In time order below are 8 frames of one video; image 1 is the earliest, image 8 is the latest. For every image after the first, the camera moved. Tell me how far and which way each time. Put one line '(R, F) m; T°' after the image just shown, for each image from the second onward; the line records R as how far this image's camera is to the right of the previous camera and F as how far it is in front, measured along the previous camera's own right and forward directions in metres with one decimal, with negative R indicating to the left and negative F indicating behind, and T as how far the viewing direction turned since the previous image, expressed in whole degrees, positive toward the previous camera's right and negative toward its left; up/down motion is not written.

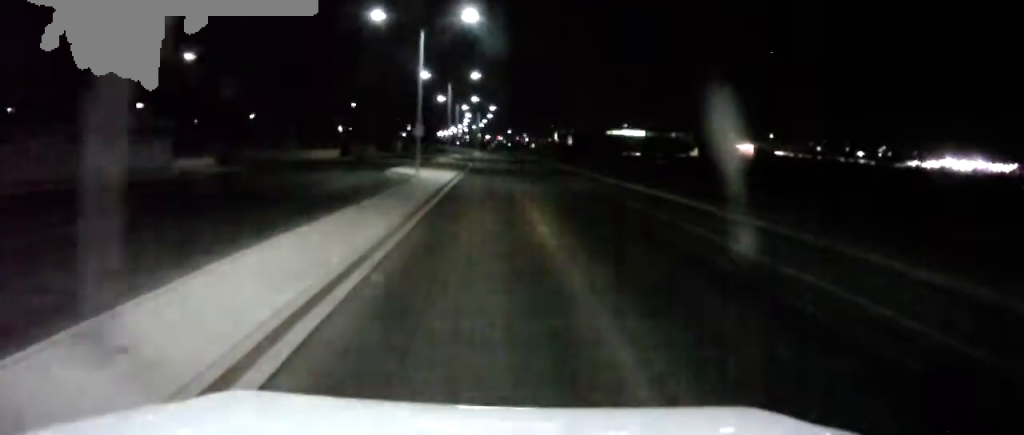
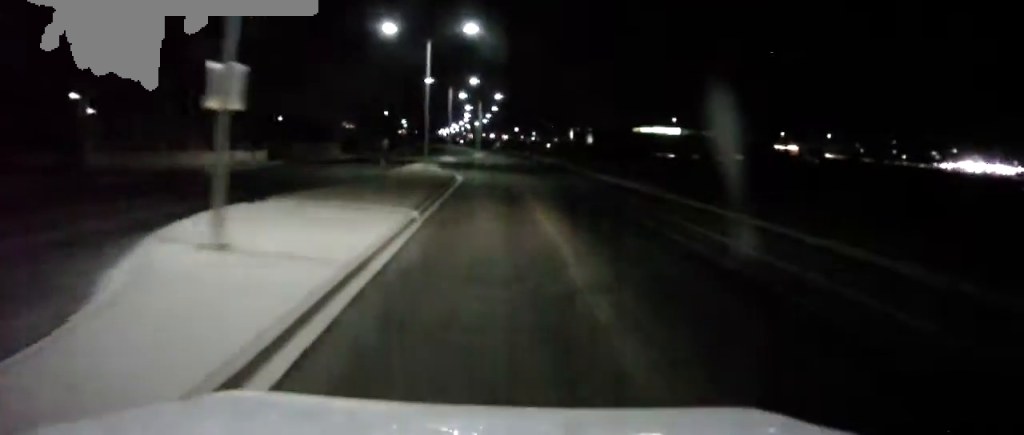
(0.0, +29.6) m; 0°
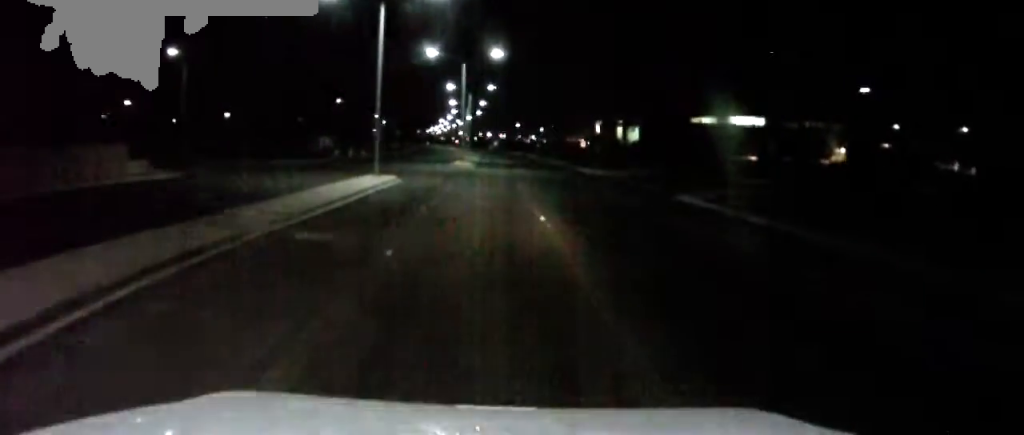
(-0.1, +49.9) m; 0°
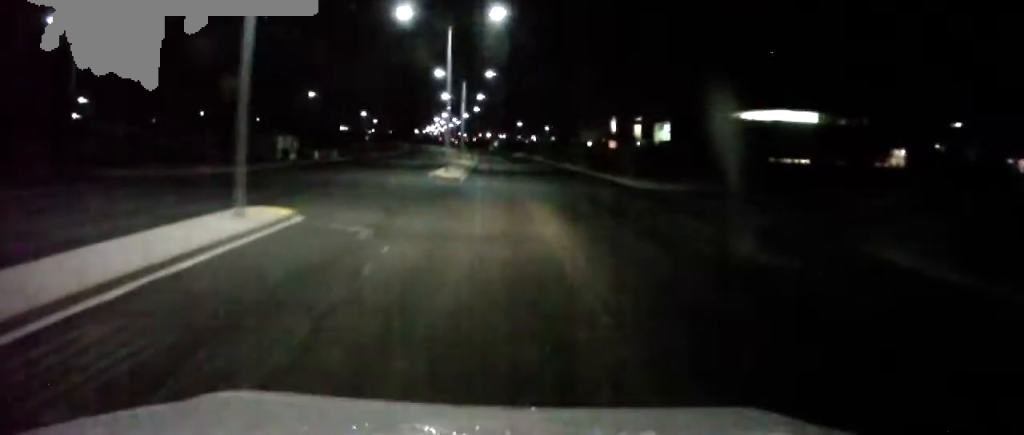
(0.0, +18.0) m; 0°
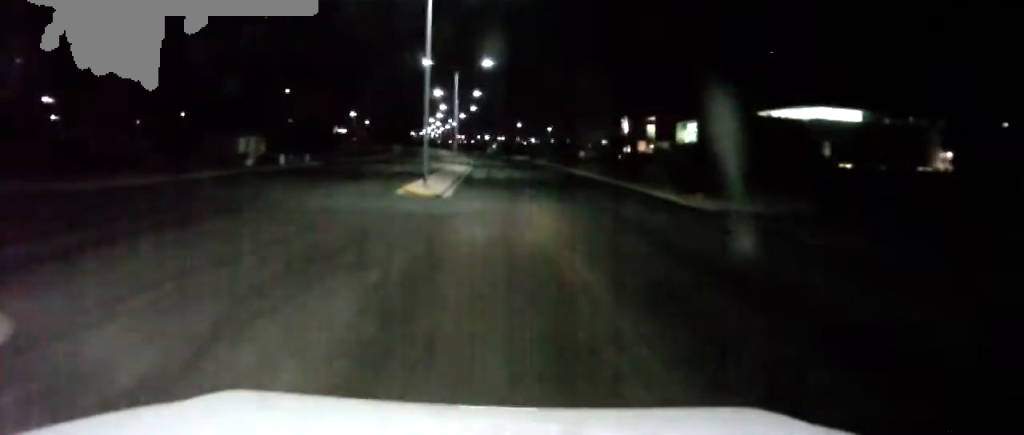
(0.0, +11.6) m; 0°
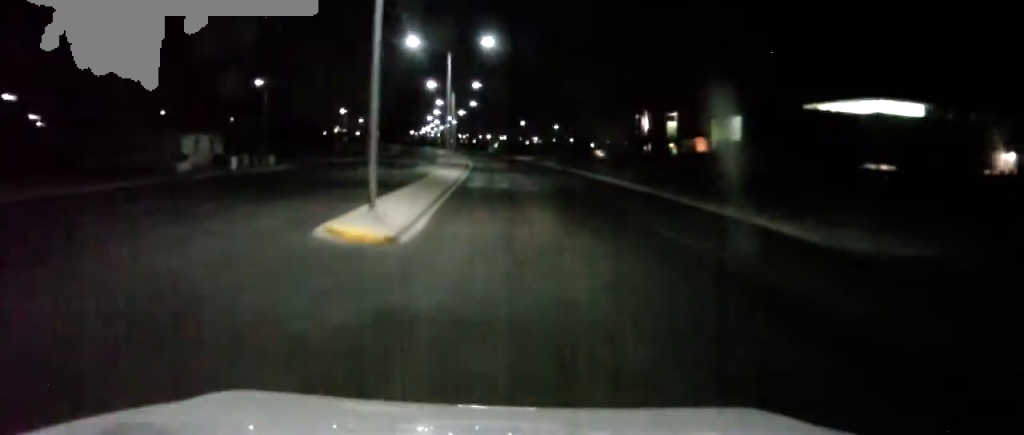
(0.0, +12.4) m; 0°
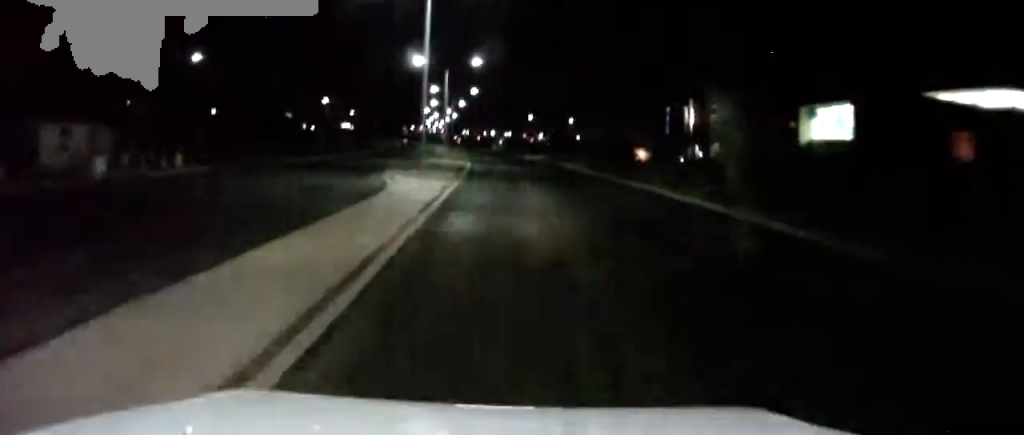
(0.0, +19.0) m; 0°
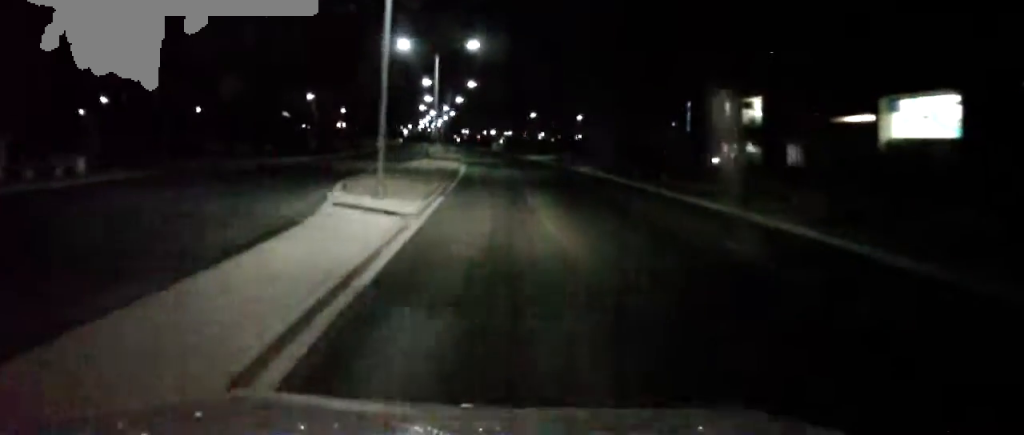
(0.0, +11.0) m; 0°
